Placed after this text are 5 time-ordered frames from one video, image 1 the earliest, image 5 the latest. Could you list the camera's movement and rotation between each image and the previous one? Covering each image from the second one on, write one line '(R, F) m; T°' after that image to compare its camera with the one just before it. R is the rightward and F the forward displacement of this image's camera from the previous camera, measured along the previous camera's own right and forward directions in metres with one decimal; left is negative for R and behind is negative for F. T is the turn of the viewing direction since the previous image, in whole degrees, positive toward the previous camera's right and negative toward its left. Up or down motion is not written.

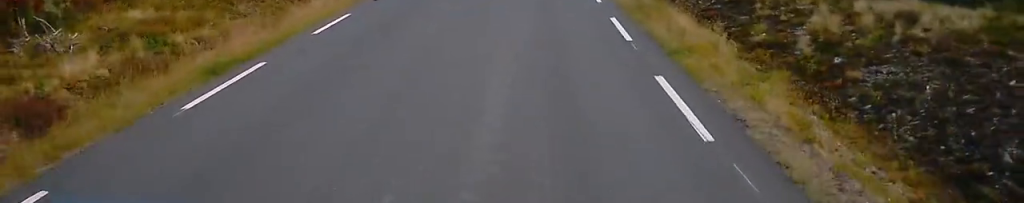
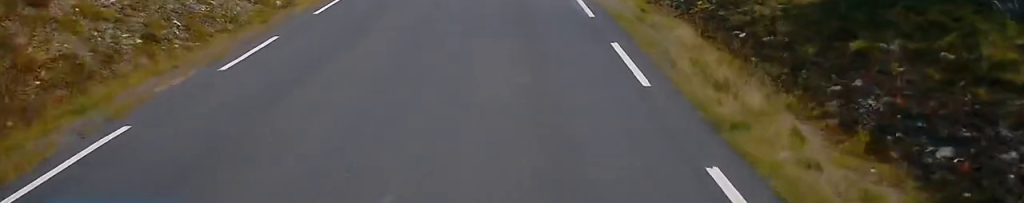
(+0.1, +15.9) m; +3°
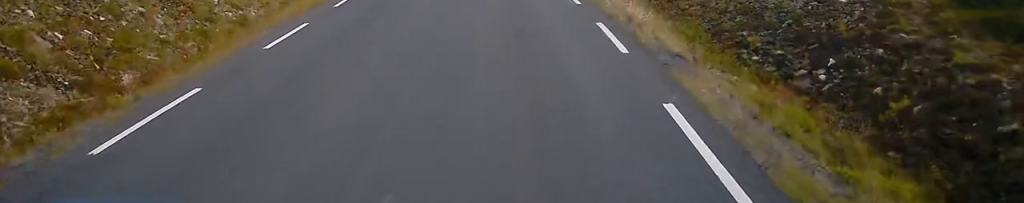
(+0.4, +10.0) m; 0°
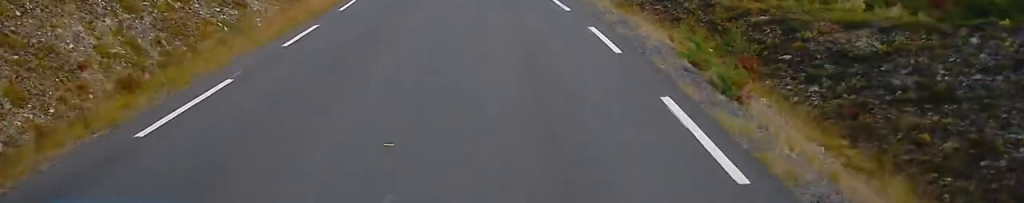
(-0.3, +11.6) m; -4°
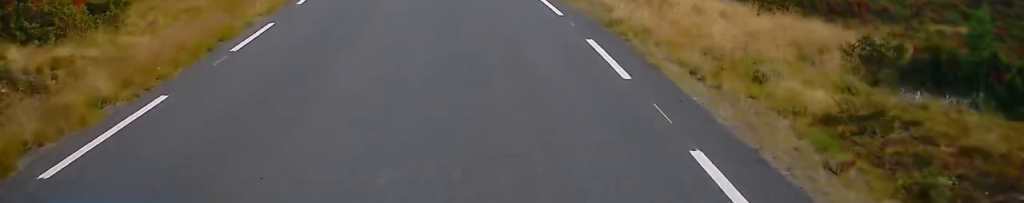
(-1.1, +26.8) m; -6°
